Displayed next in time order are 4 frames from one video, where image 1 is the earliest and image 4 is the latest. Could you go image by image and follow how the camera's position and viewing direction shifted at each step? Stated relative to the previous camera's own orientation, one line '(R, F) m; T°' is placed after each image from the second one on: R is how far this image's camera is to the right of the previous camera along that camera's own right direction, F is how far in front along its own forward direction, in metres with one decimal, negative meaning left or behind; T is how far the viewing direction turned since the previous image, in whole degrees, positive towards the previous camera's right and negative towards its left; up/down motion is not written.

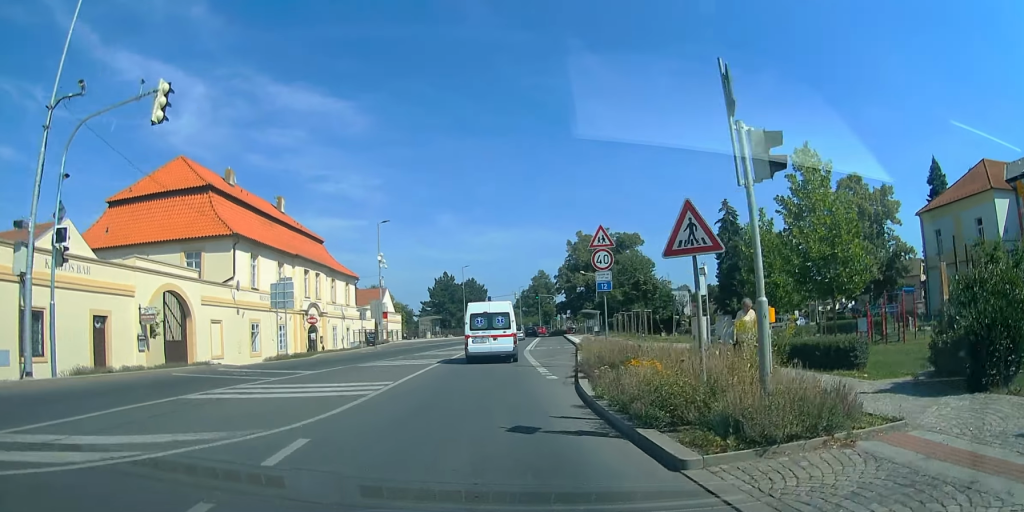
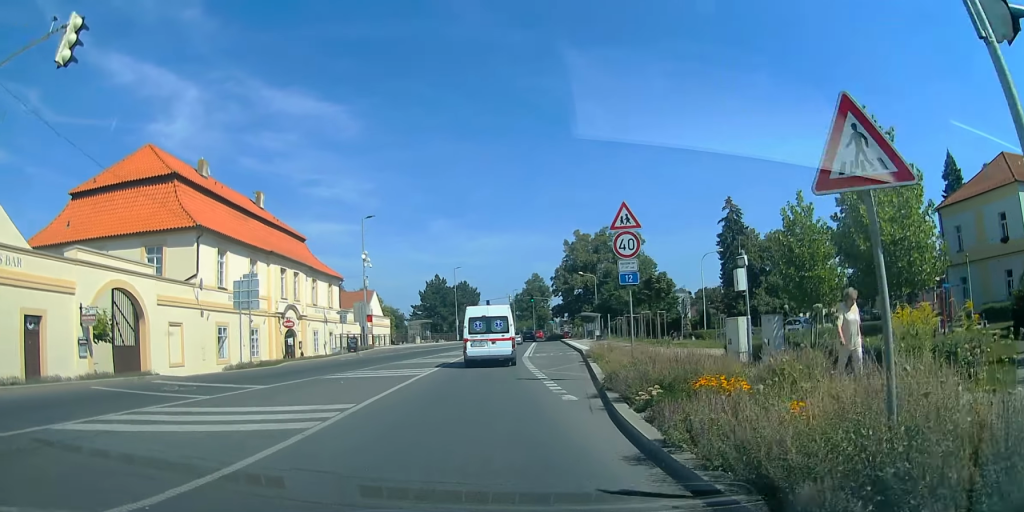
(-0.3, +4.1) m; +3°
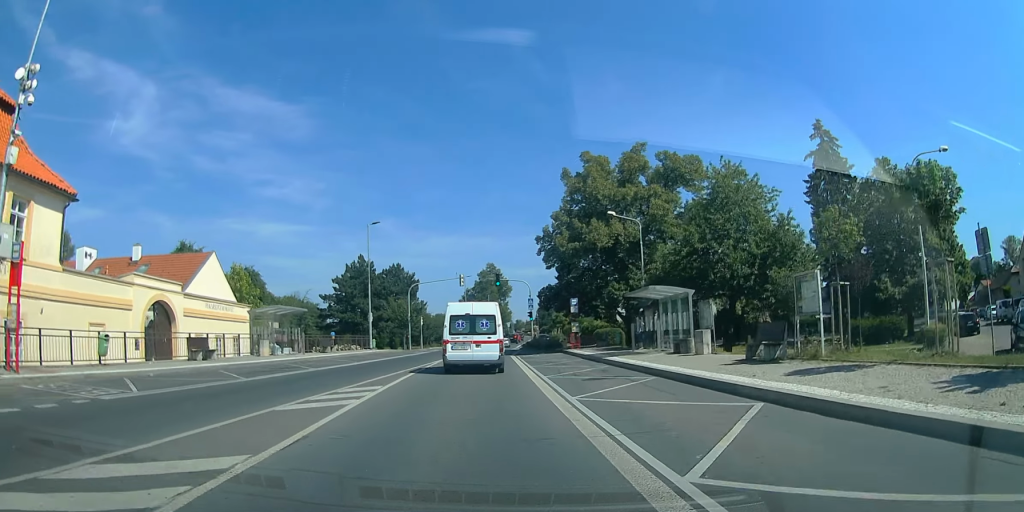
(-0.6, +35.2) m; +1°
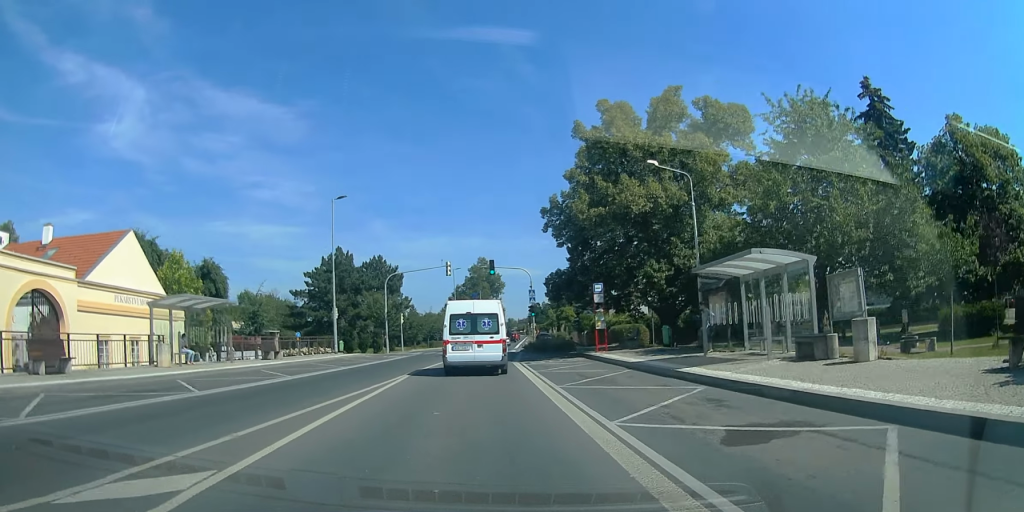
(+0.6, +9.7) m; 0°
